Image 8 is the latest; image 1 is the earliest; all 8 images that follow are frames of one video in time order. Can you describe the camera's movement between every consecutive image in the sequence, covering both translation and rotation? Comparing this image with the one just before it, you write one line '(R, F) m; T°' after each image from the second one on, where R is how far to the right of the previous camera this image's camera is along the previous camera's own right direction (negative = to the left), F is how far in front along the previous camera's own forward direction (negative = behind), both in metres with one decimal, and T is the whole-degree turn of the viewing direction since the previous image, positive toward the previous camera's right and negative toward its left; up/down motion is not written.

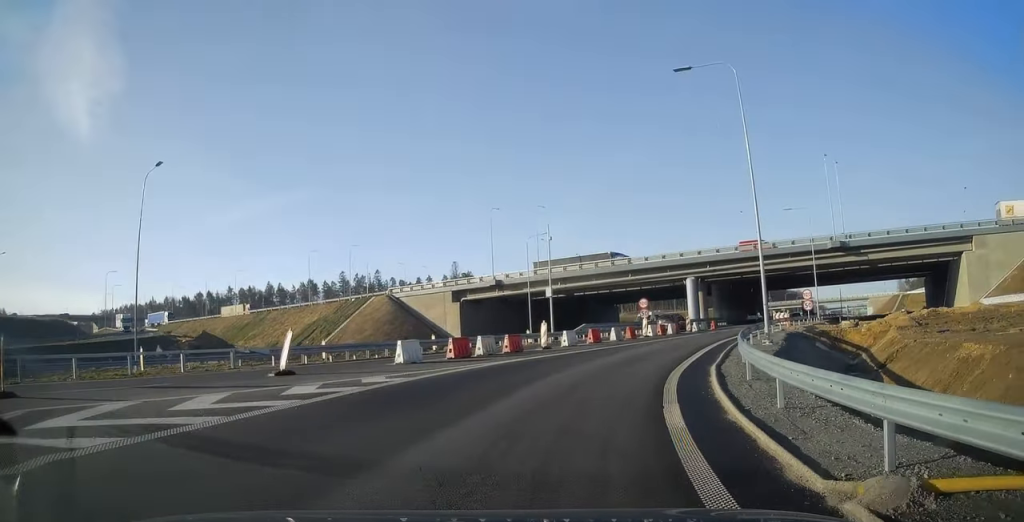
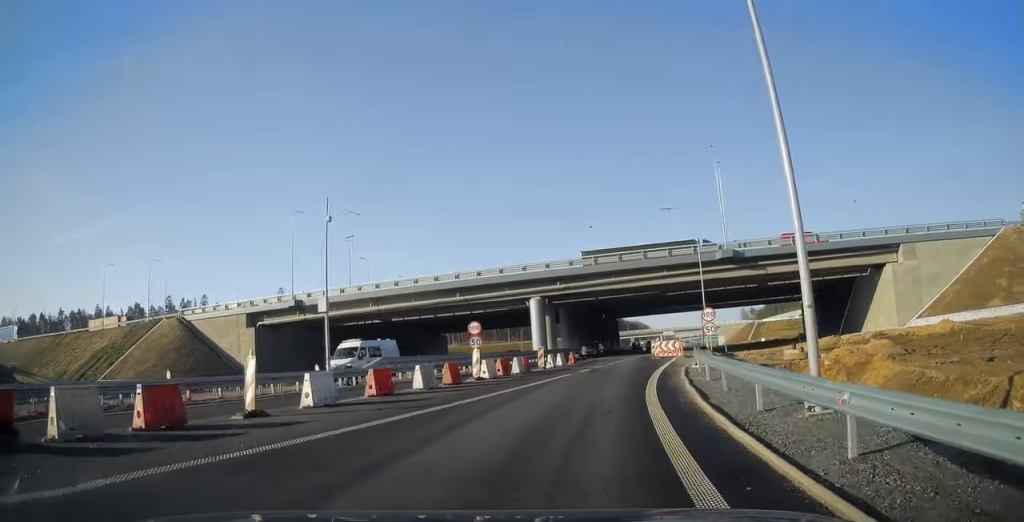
(+2.0, +16.0) m; +11°
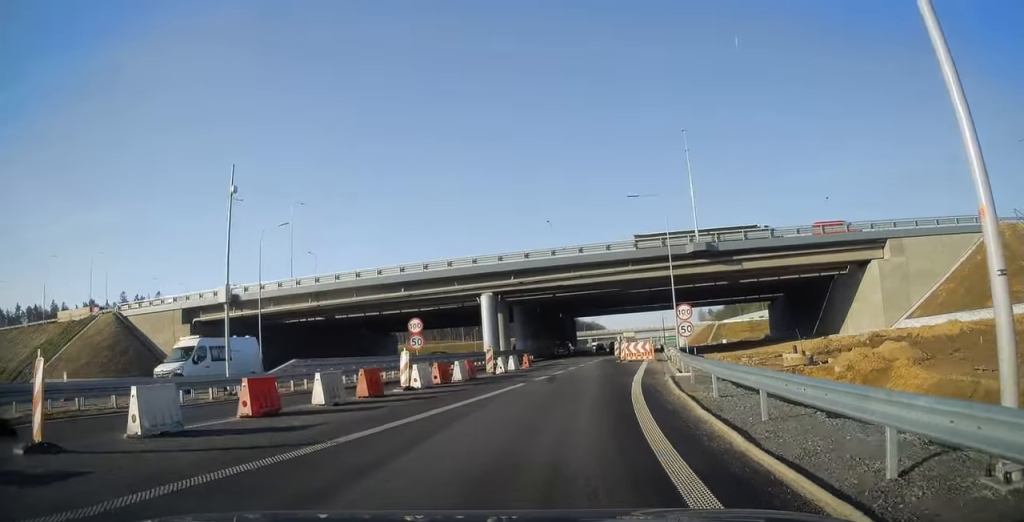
(+0.1, +5.2) m; +3°
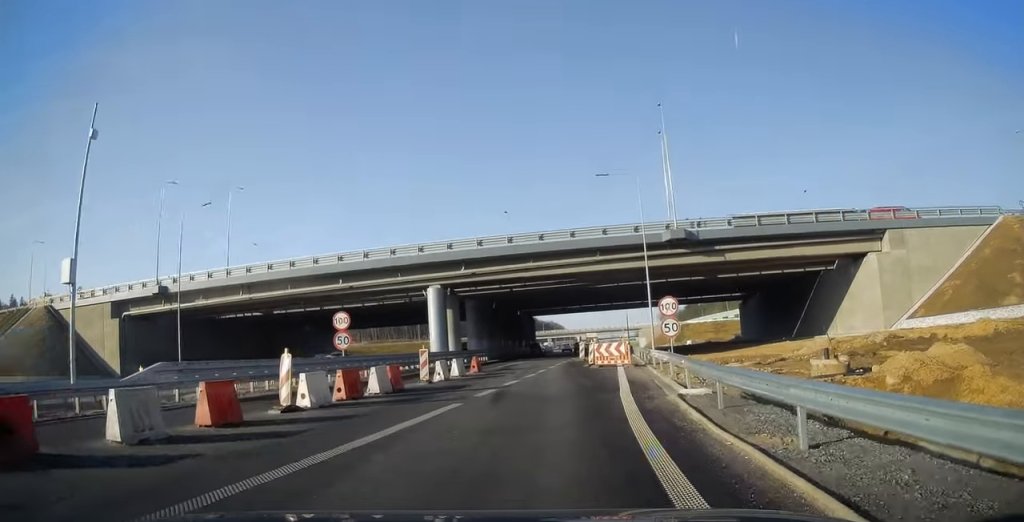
(+0.2, +6.4) m; +2°
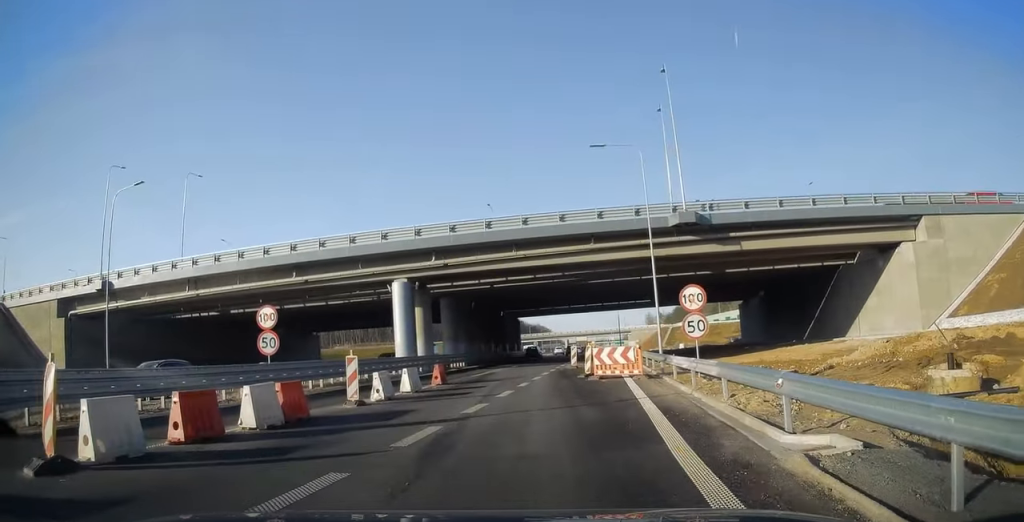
(+0.3, +7.1) m; +1°
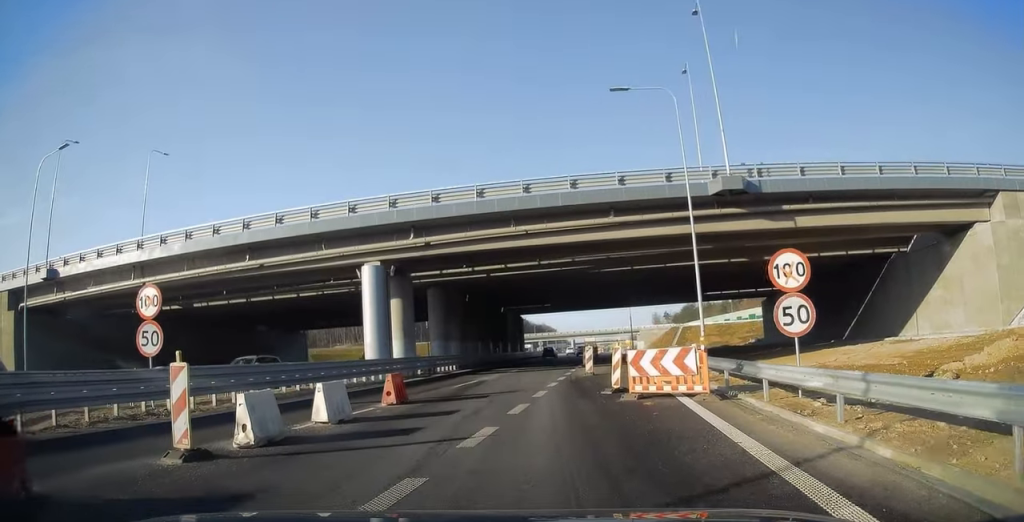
(0.0, +8.3) m; +1°
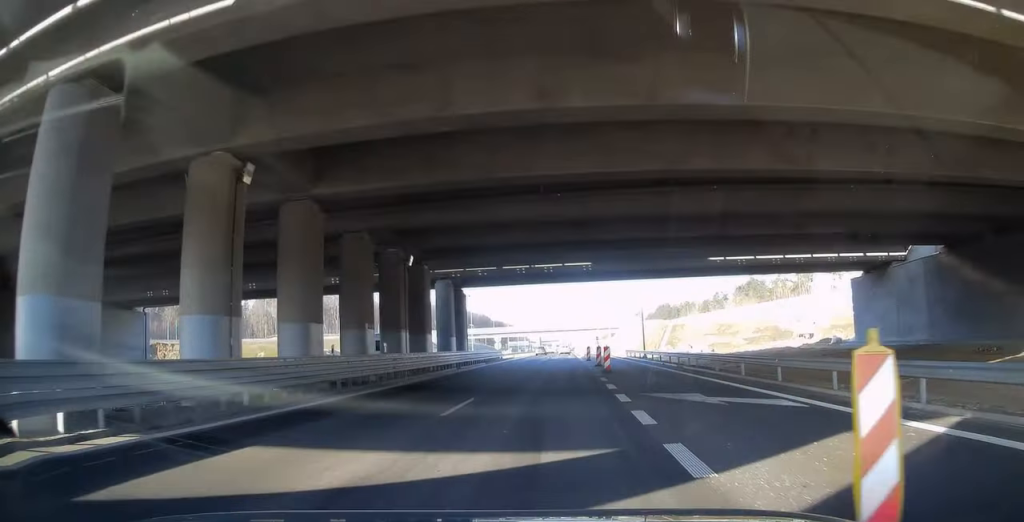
(+1.6, +33.8) m; +4°
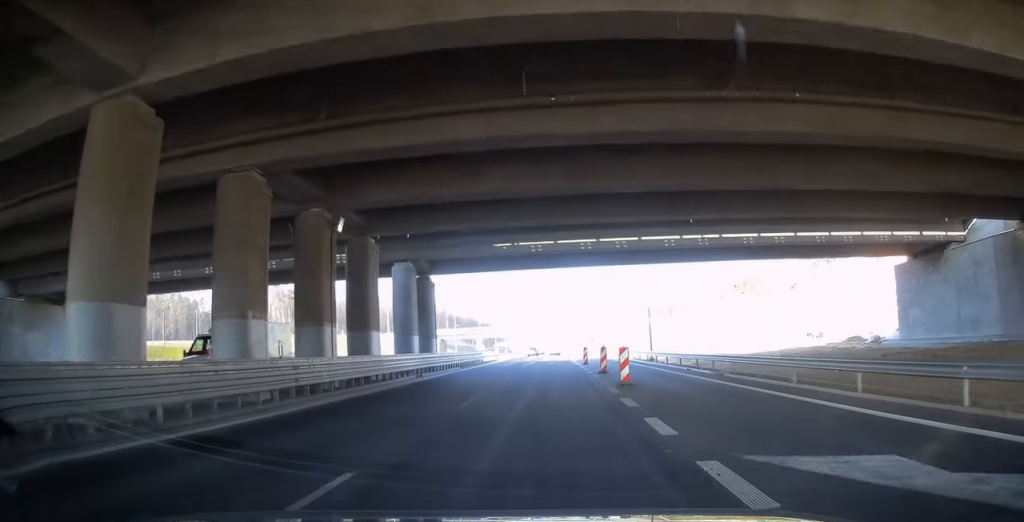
(-0.1, +9.2) m; 0°
